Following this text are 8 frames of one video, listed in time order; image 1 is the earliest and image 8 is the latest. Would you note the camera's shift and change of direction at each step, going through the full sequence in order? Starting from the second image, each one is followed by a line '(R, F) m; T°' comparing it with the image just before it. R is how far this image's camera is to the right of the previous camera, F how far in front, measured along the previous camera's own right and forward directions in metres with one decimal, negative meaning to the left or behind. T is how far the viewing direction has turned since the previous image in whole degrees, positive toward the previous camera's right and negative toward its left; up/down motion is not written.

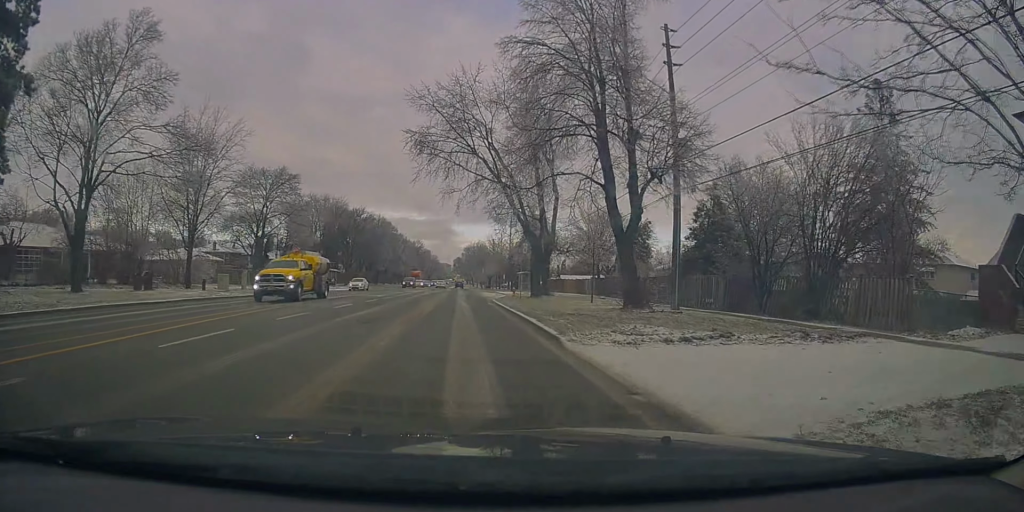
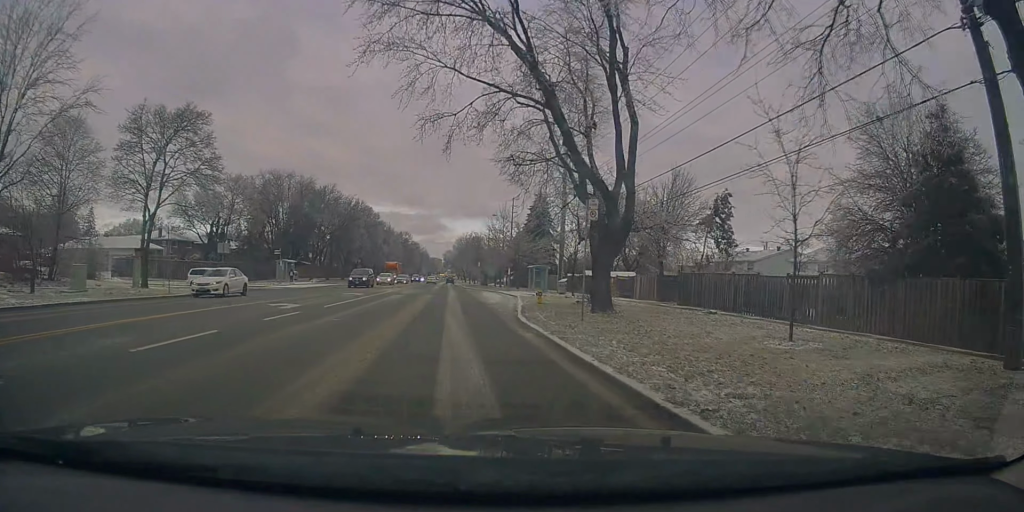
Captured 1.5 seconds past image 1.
(+0.2, +18.3) m; 0°
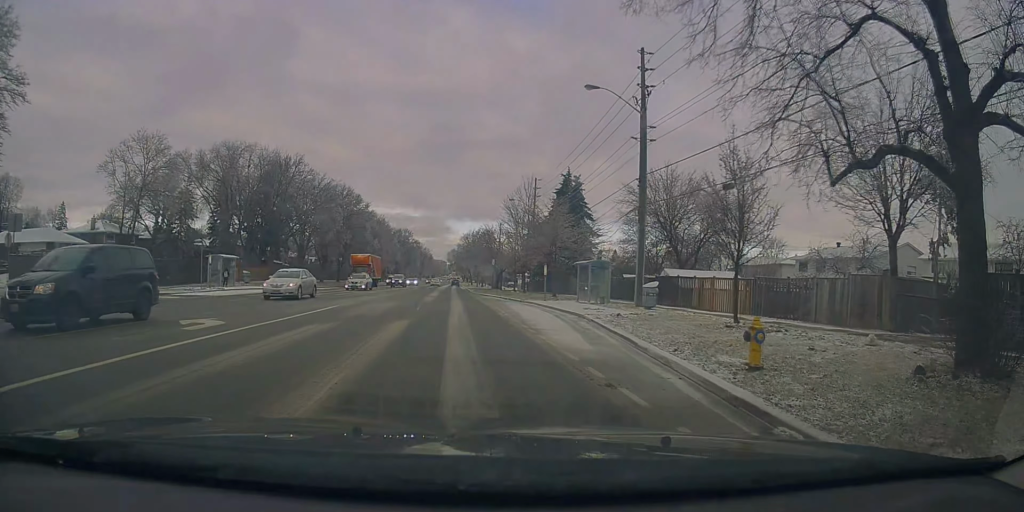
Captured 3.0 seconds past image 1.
(+0.2, +20.8) m; +1°
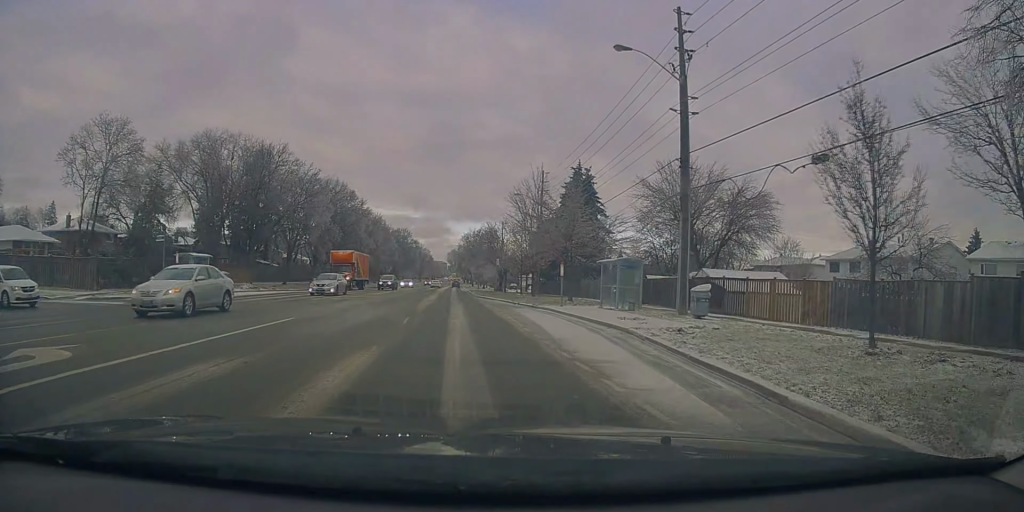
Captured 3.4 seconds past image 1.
(+0.1, +5.6) m; 0°
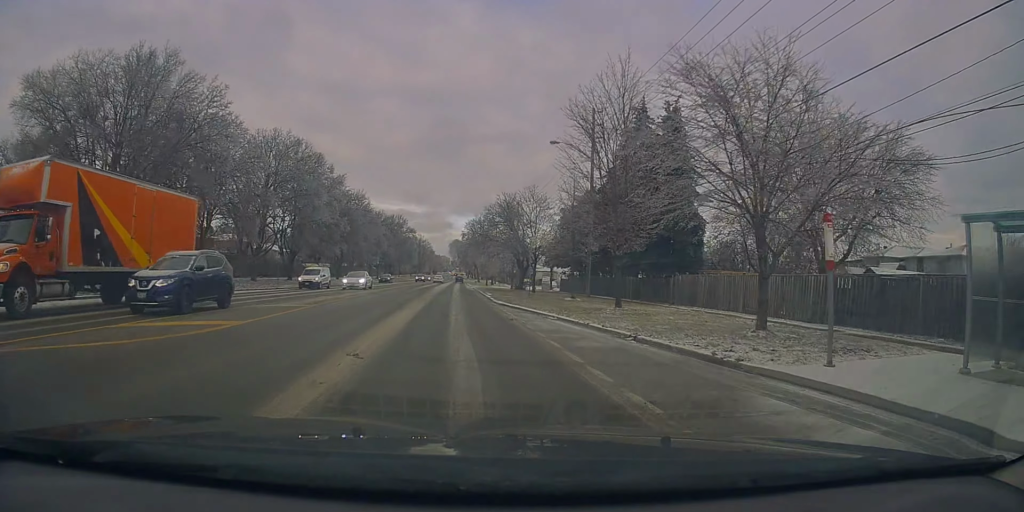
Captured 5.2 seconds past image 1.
(0.0, +24.1) m; 0°
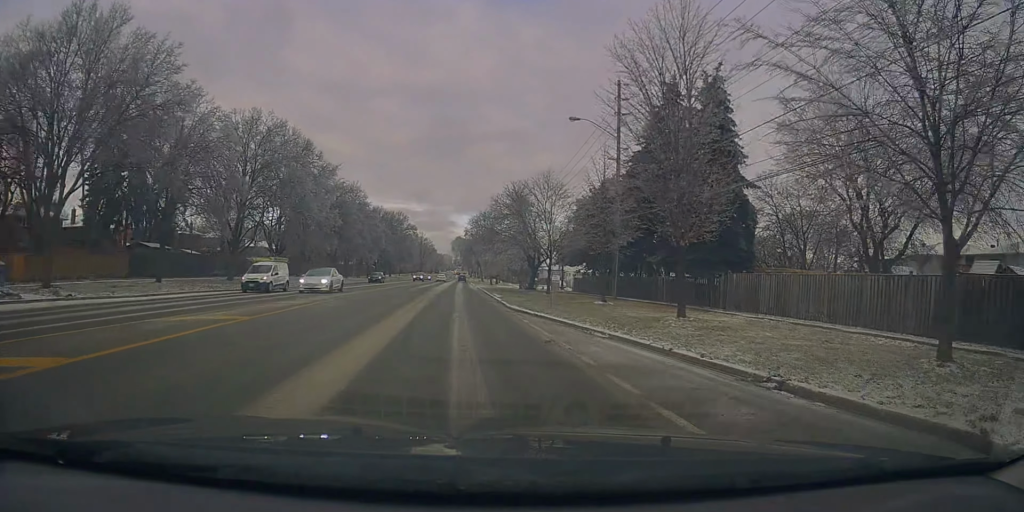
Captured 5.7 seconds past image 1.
(0.0, +6.1) m; 0°
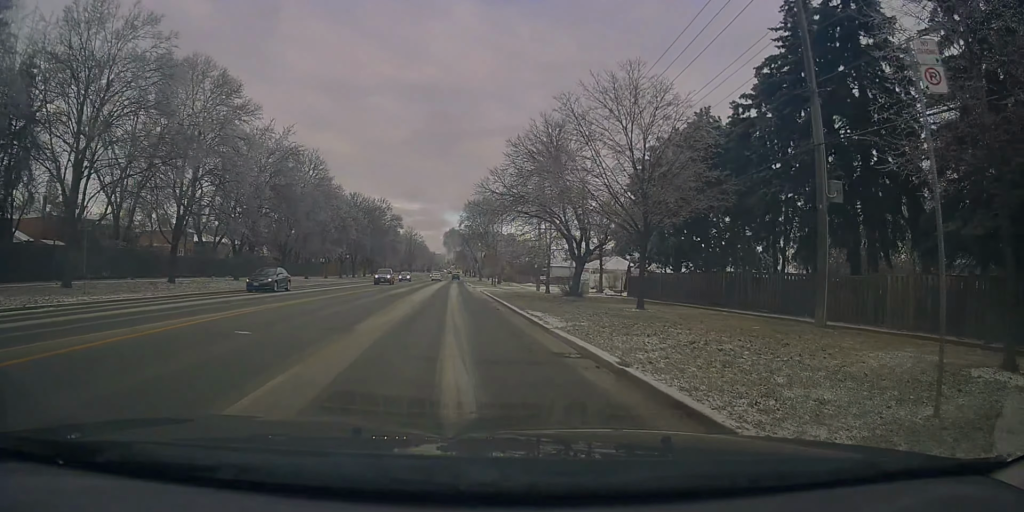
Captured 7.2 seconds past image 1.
(0.0, +22.0) m; -1°
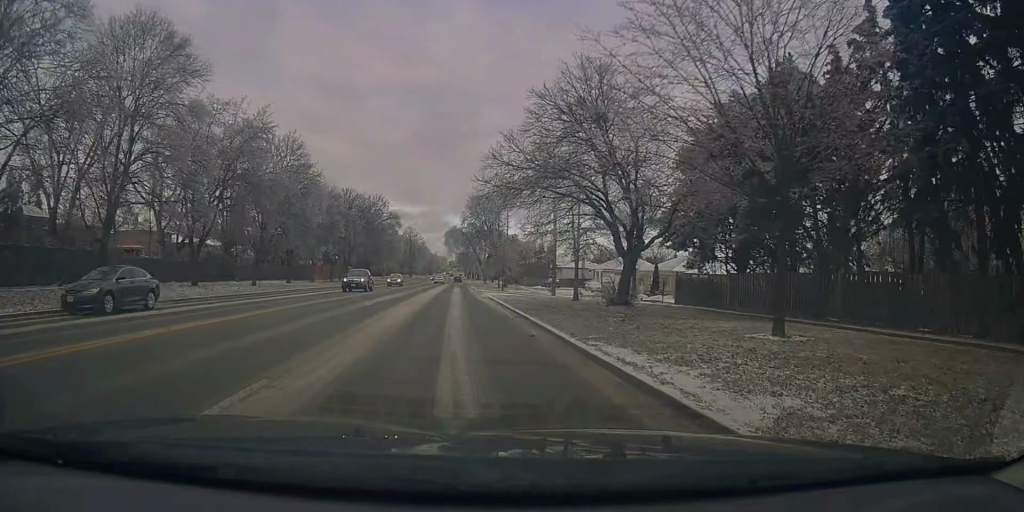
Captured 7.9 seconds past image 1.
(-0.1, +9.1) m; -1°
